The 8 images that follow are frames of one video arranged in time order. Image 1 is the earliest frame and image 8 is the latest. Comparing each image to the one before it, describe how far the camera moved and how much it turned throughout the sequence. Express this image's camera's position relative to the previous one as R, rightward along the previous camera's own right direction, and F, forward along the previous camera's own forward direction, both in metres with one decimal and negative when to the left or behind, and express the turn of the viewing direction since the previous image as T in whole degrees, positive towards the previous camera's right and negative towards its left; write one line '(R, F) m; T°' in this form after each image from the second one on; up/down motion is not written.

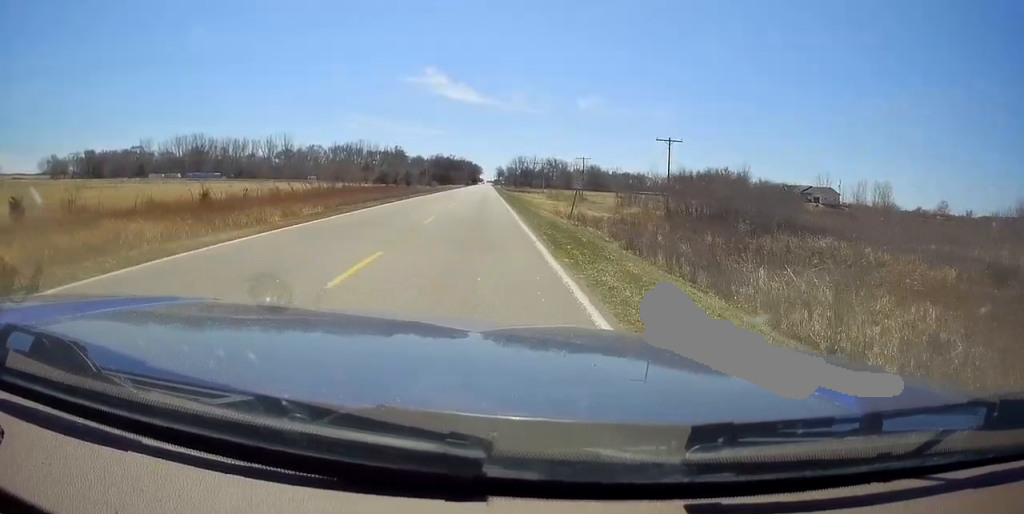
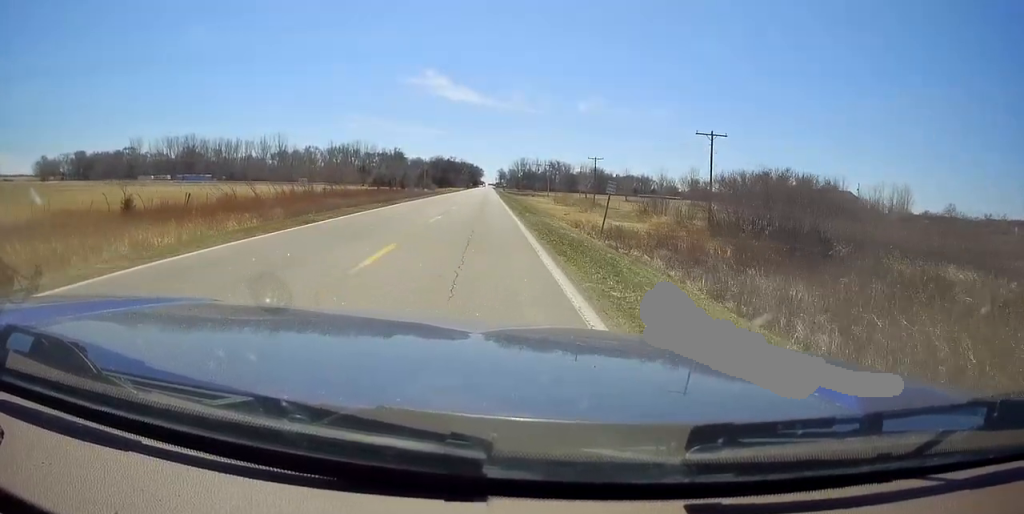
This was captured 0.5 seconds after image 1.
(0.0, +10.4) m; 0°
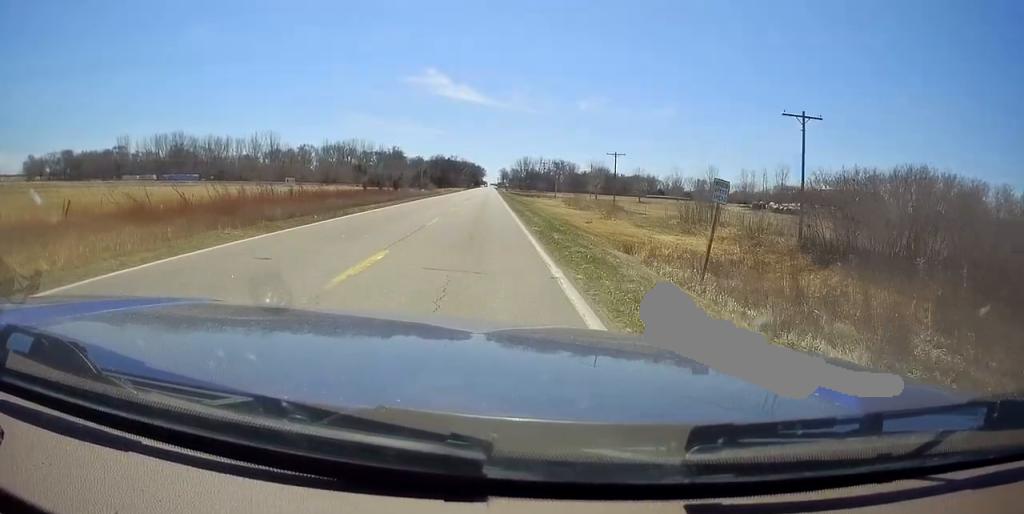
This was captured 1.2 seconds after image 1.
(0.0, +13.6) m; 0°
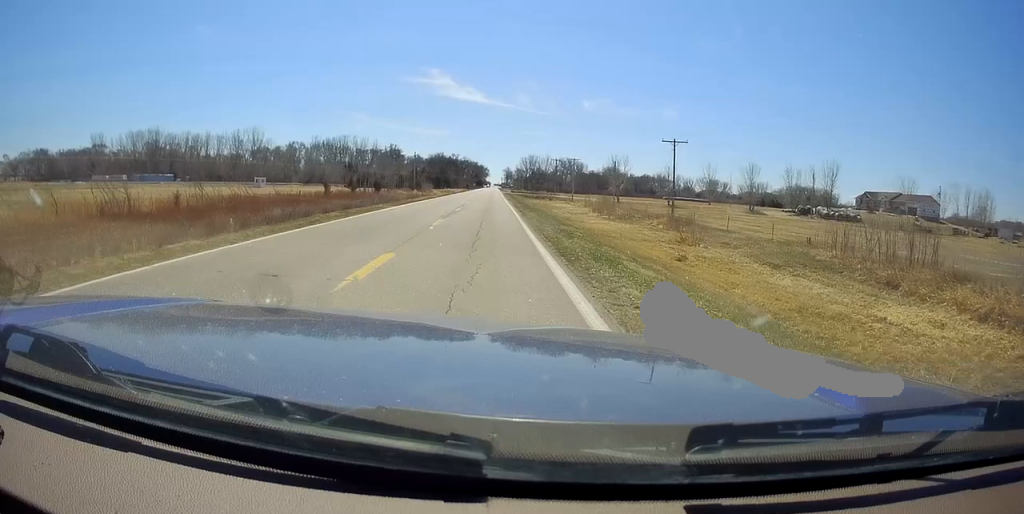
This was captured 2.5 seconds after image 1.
(0.0, +24.6) m; -2°
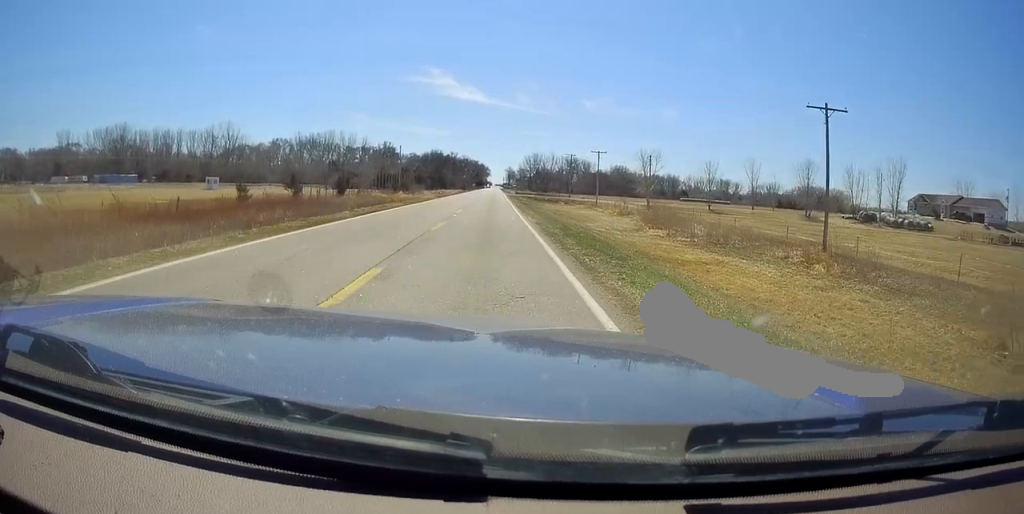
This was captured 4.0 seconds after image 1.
(-0.8, +26.2) m; -1°
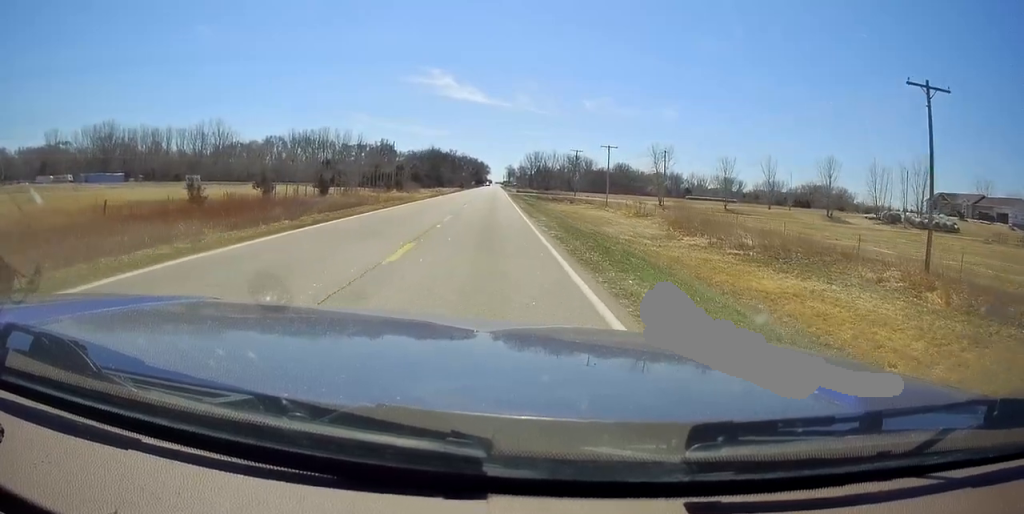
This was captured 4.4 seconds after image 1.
(+0.3, +8.1) m; +1°
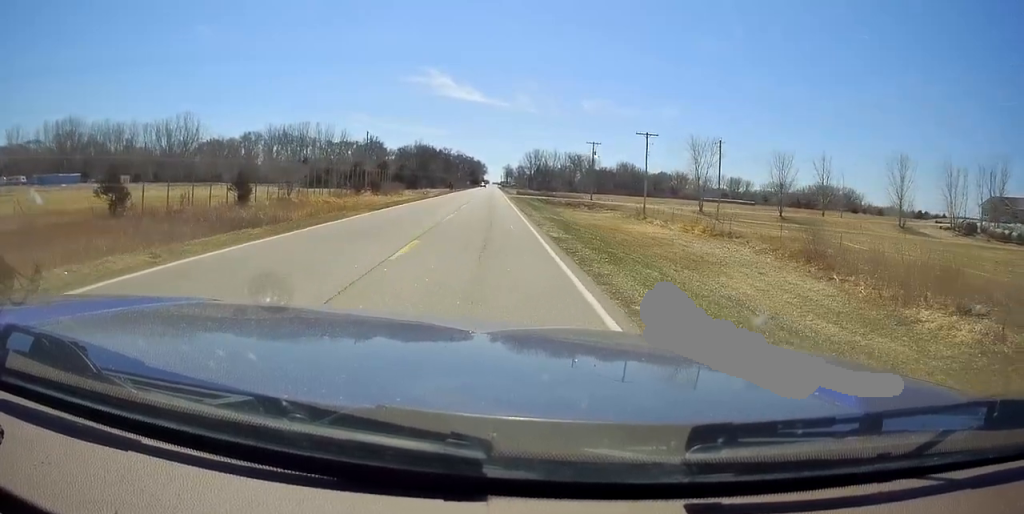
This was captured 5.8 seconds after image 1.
(+0.4, +22.4) m; +1°
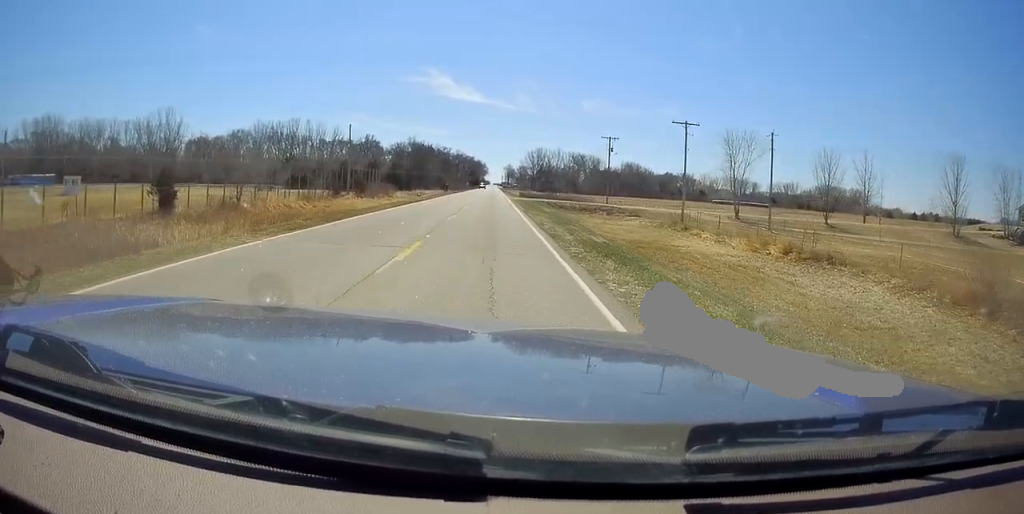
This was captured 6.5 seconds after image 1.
(0.0, +12.5) m; 0°
